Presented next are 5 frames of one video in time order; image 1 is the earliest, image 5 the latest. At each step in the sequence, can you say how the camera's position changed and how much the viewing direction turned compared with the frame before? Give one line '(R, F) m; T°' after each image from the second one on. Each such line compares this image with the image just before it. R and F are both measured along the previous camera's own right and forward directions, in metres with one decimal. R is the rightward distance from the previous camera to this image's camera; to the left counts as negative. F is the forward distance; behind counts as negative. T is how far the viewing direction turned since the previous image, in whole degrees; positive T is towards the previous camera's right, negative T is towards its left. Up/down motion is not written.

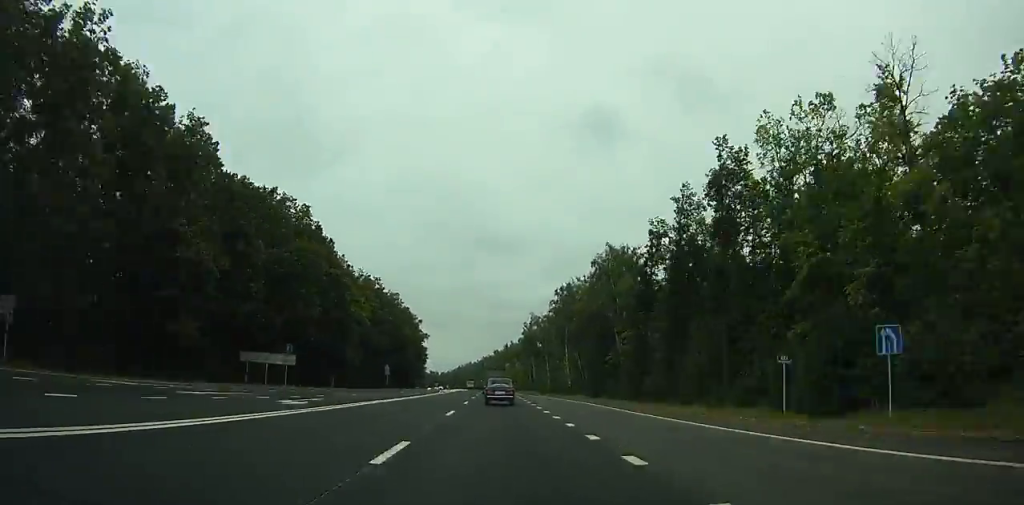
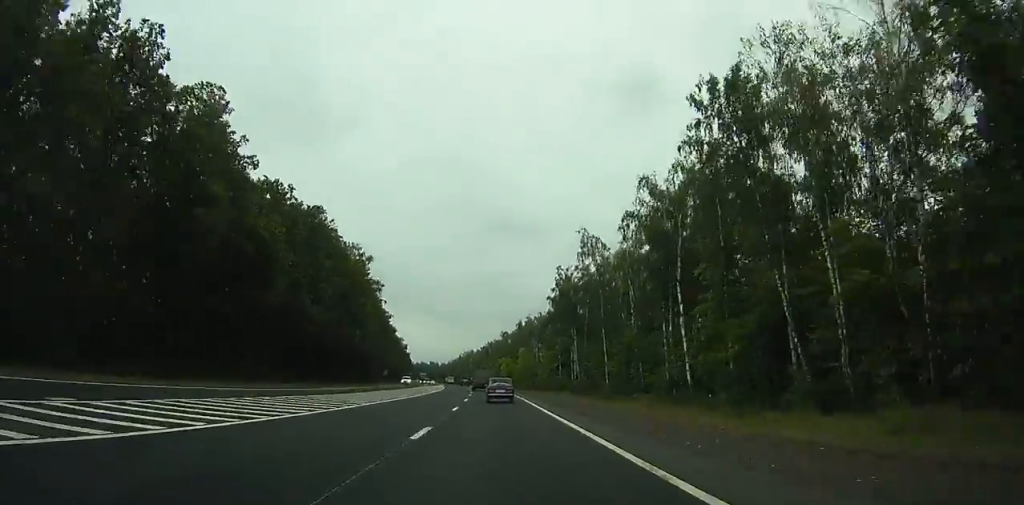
(-3.7, +92.3) m; -3°
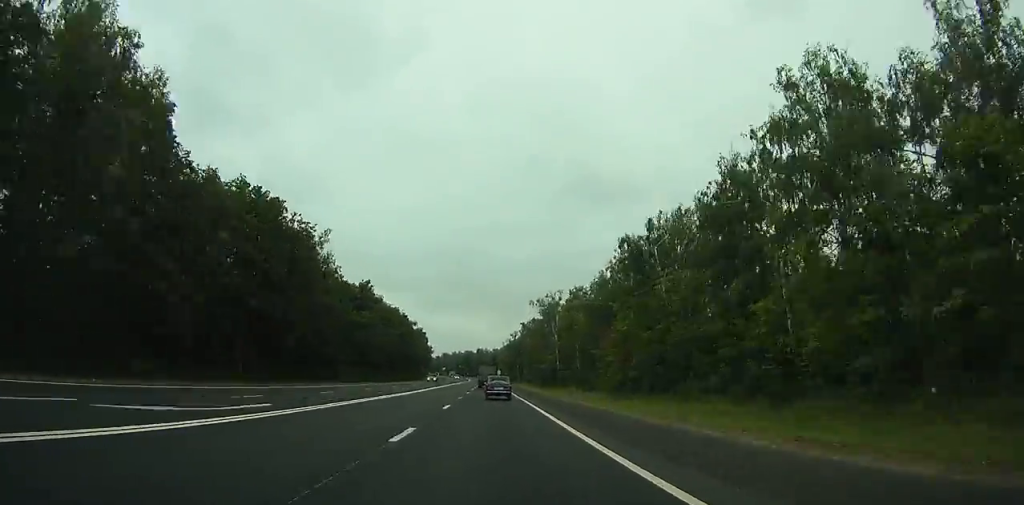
(-9.1, +228.6) m; -5°
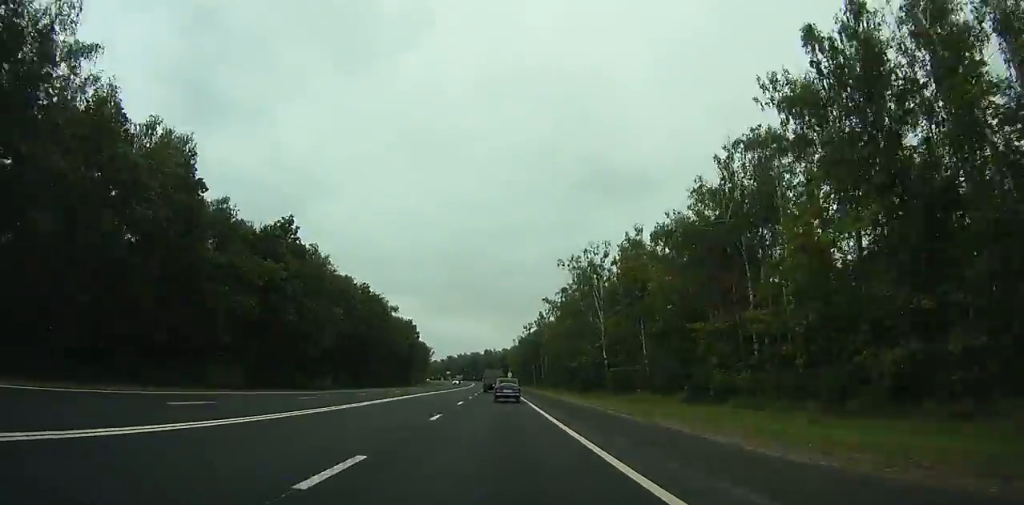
(+0.2, +55.0) m; 0°
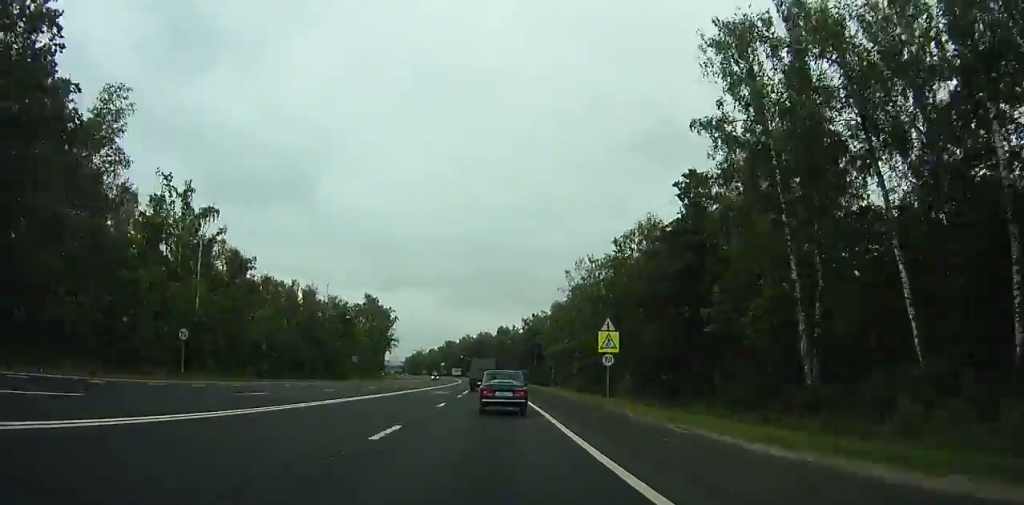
(-3.2, +177.8) m; 0°
